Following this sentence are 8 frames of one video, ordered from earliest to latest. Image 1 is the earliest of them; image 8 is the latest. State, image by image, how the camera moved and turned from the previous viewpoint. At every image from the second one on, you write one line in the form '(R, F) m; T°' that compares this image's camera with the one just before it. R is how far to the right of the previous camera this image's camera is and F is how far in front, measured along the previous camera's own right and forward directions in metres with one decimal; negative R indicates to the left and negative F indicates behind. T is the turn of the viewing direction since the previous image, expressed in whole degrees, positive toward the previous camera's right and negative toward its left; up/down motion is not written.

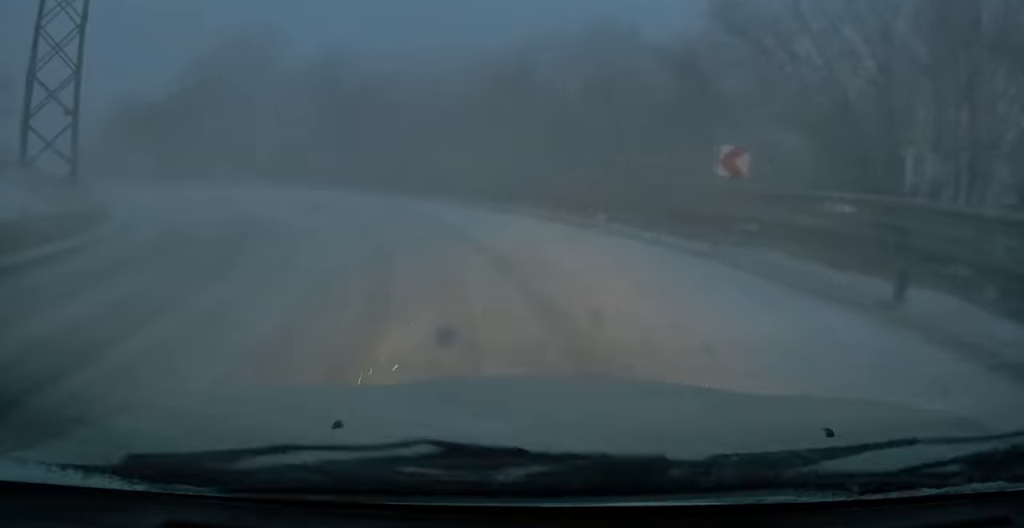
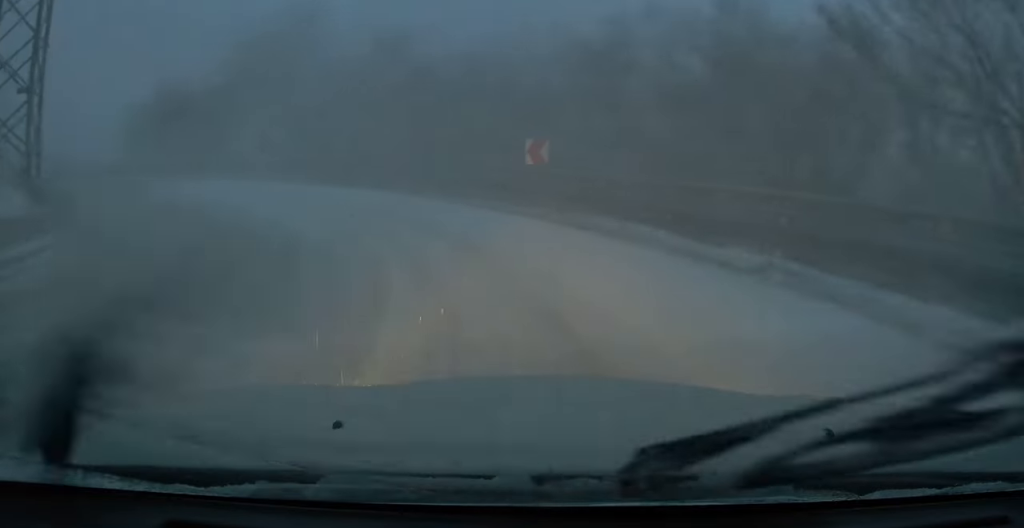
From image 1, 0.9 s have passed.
(-0.3, +5.7) m; -7°
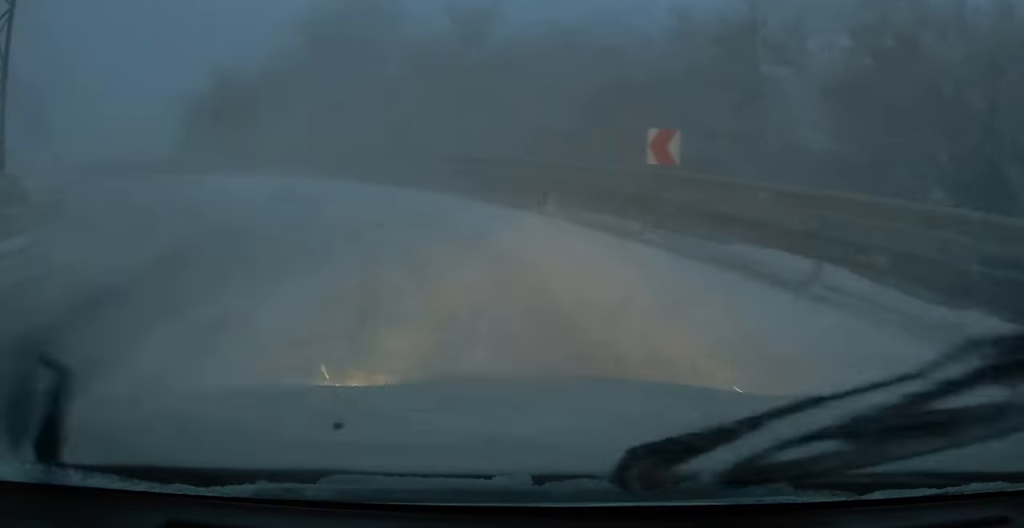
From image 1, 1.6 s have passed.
(-0.2, +4.8) m; -6°
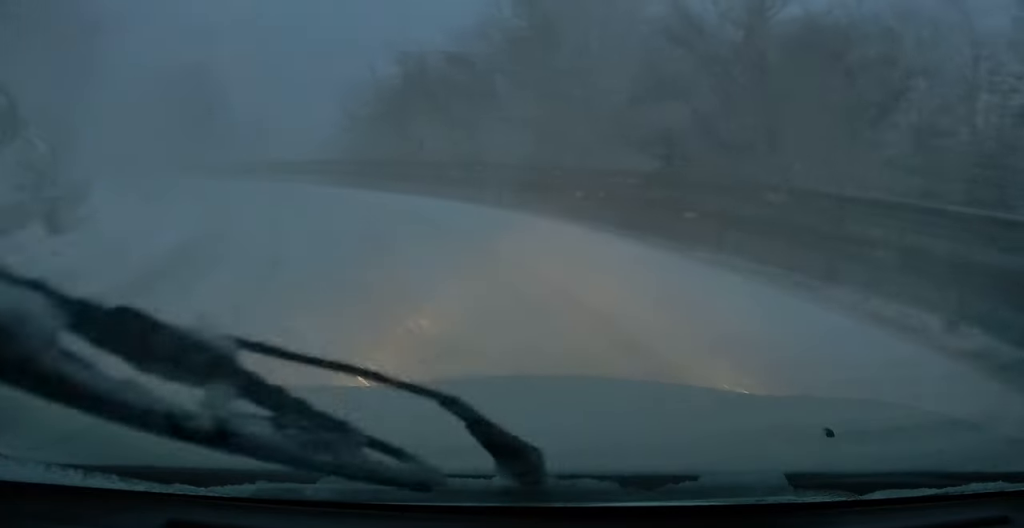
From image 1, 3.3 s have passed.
(-1.5, +11.0) m; -17°
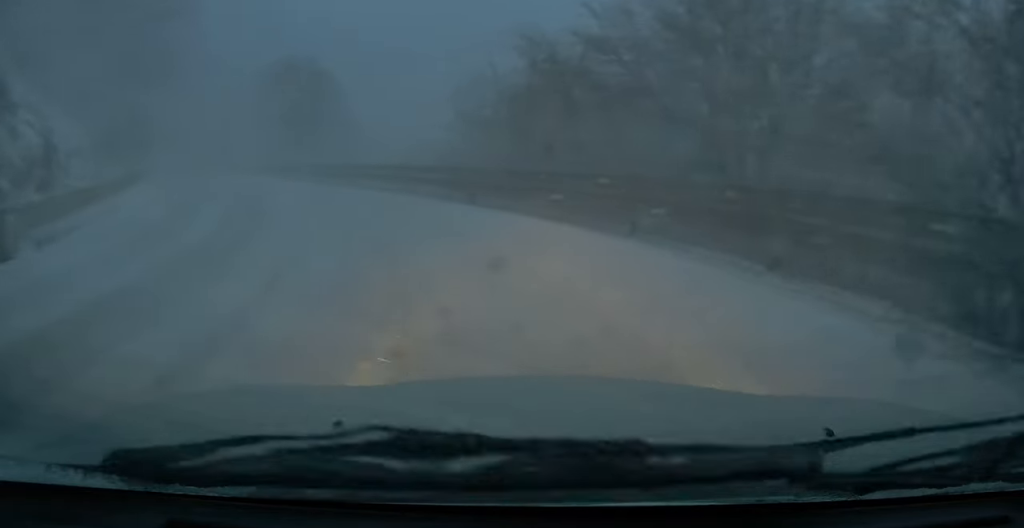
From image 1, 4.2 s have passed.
(-0.7, +6.3) m; -11°
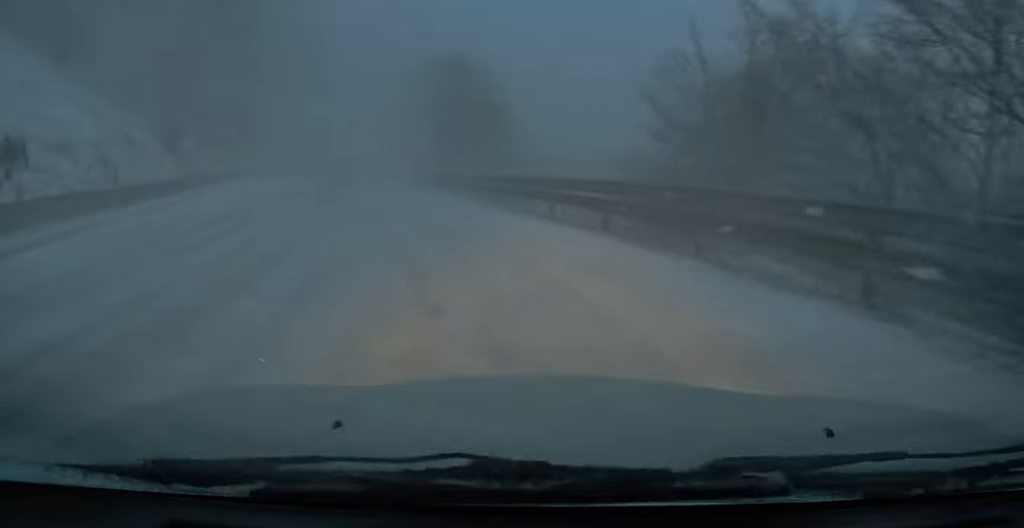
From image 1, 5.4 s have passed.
(-1.0, +9.0) m; -12°
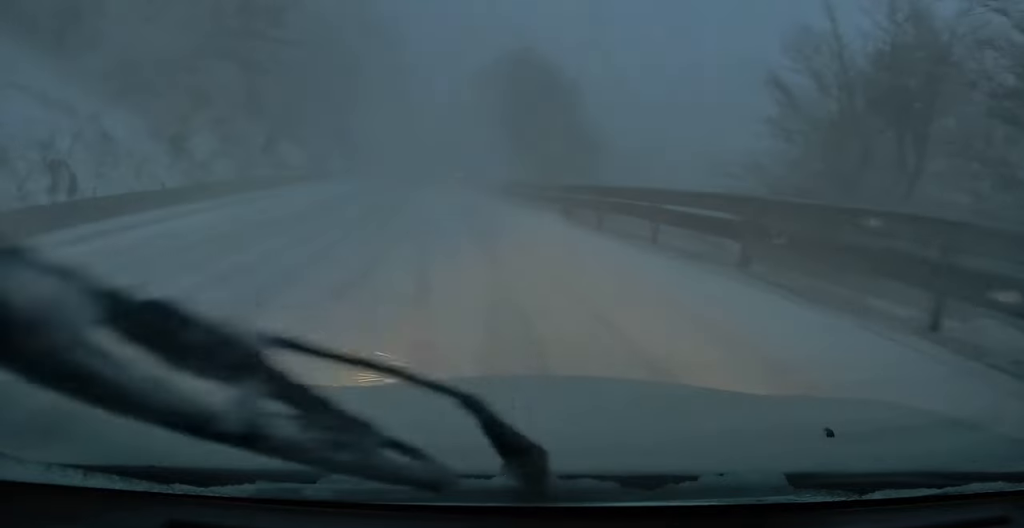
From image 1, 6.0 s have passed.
(-0.3, +4.7) m; -5°
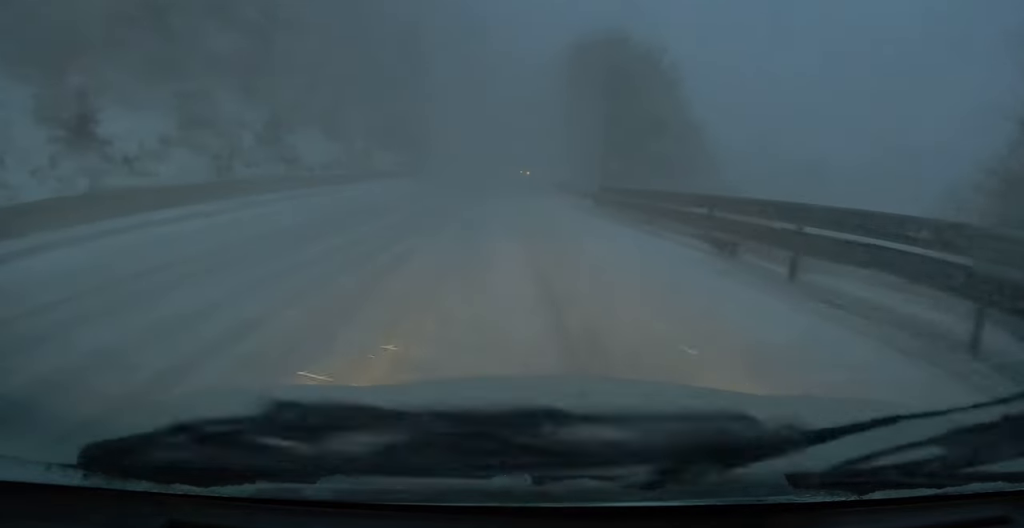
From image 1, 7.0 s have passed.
(-0.6, +7.9) m; -7°
